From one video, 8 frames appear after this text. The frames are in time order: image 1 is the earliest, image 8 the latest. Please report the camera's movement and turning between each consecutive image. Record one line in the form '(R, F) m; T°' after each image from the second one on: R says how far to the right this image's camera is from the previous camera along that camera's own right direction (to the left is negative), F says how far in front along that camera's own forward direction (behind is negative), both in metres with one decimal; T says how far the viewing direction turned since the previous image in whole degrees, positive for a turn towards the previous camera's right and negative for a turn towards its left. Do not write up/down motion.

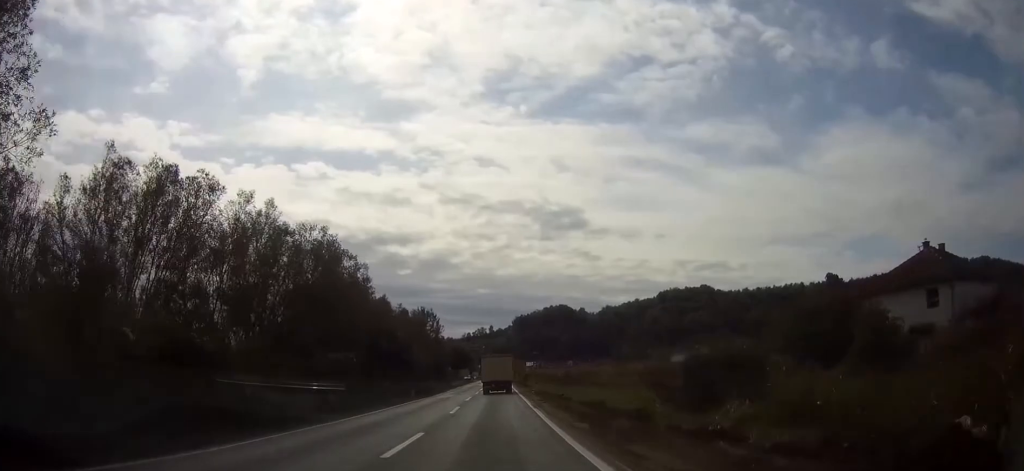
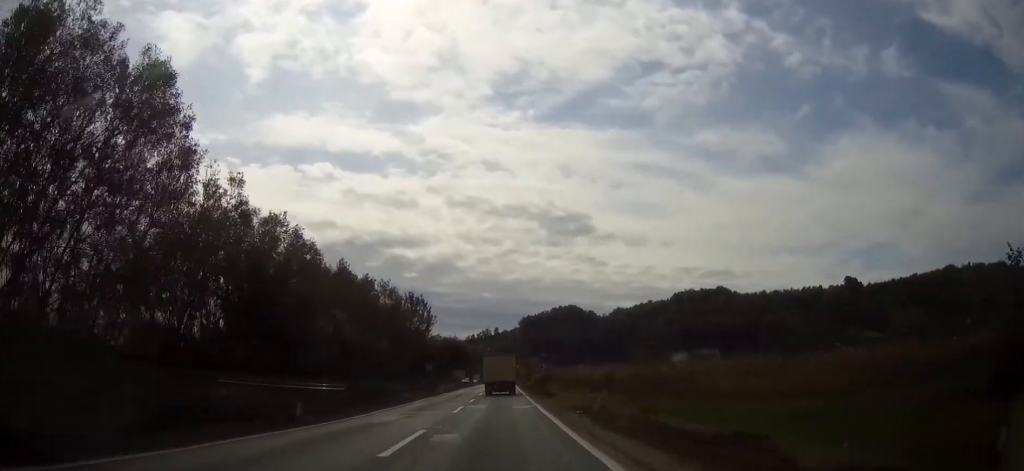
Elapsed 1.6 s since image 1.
(-0.1, +28.6) m; 0°
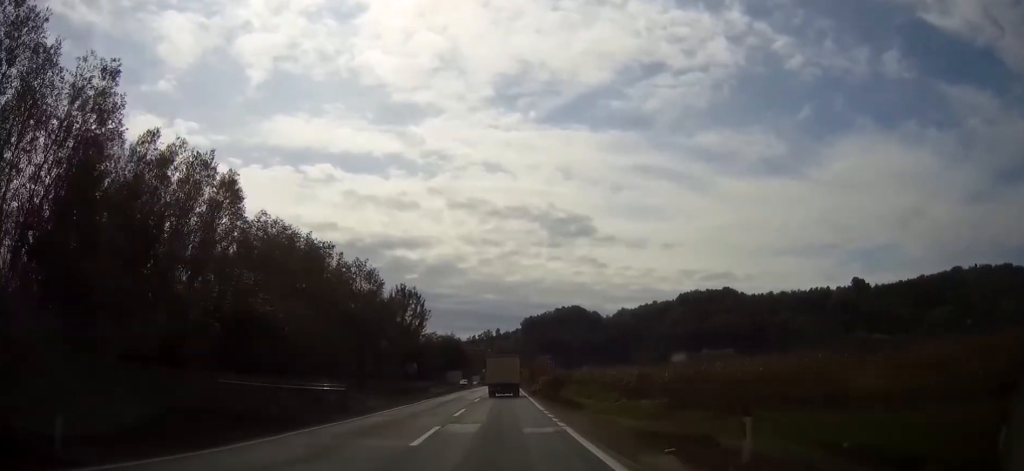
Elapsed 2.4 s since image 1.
(0.0, +13.2) m; 0°
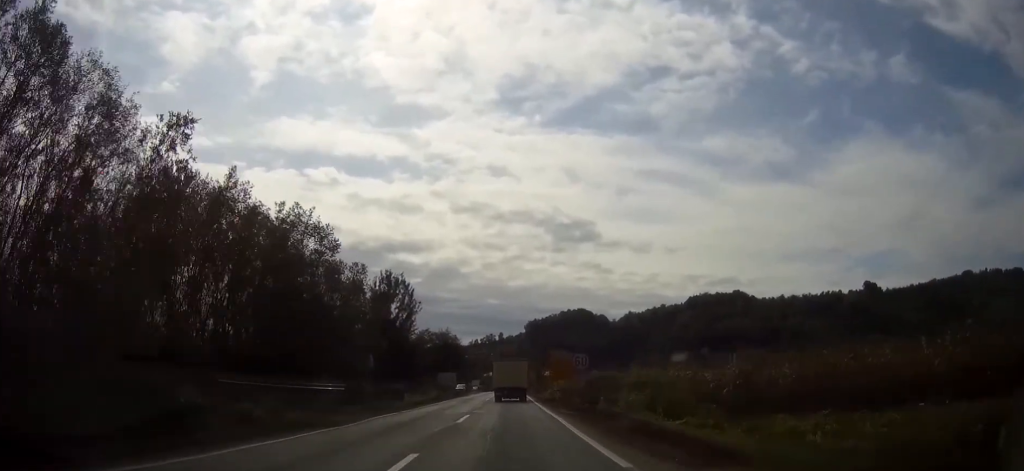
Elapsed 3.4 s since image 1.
(-0.1, +18.3) m; 0°
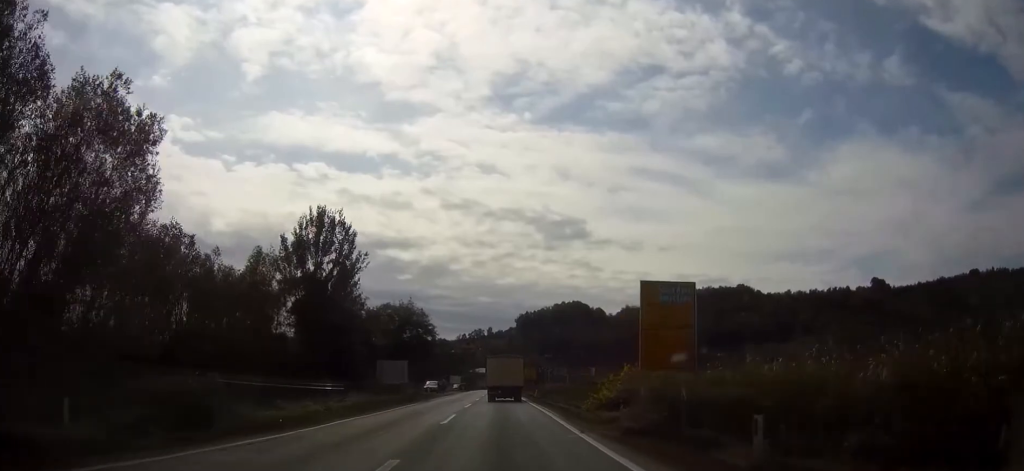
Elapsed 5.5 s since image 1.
(+0.3, +32.7) m; +1°
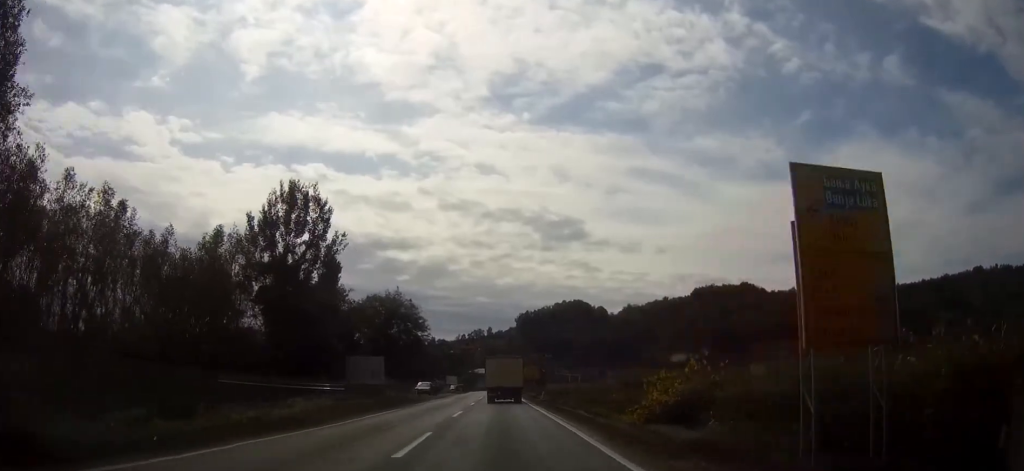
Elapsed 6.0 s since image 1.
(+0.1, +8.2) m; 0°
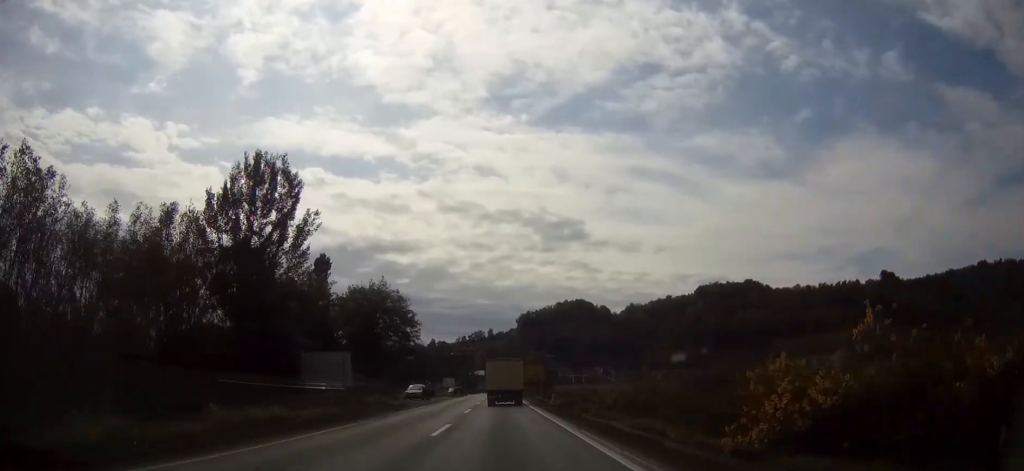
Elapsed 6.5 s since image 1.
(0.0, +8.1) m; 0°
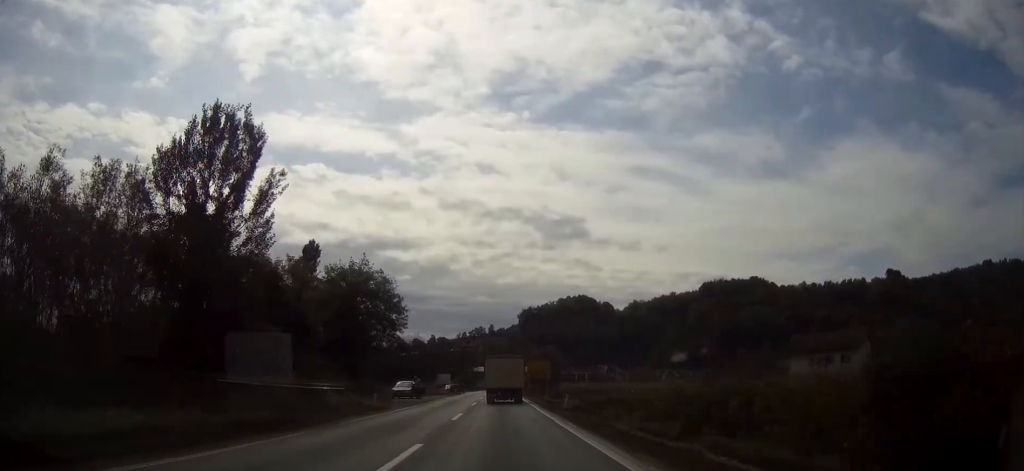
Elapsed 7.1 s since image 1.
(0.0, +8.0) m; 0°
